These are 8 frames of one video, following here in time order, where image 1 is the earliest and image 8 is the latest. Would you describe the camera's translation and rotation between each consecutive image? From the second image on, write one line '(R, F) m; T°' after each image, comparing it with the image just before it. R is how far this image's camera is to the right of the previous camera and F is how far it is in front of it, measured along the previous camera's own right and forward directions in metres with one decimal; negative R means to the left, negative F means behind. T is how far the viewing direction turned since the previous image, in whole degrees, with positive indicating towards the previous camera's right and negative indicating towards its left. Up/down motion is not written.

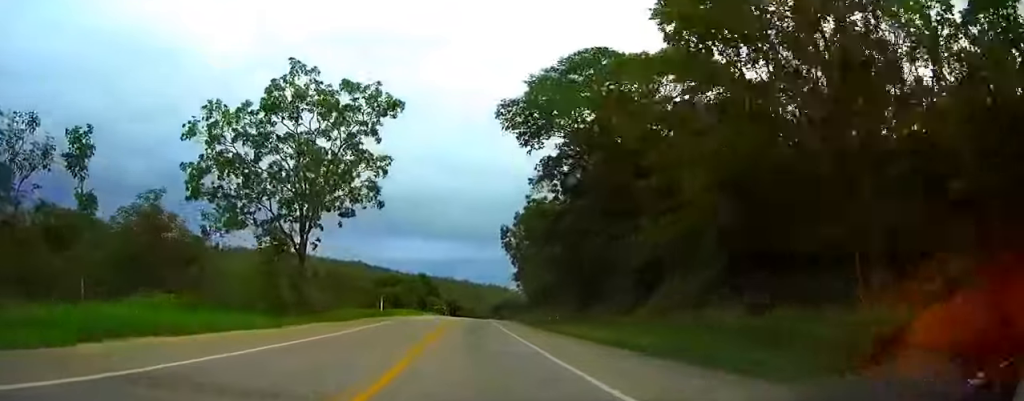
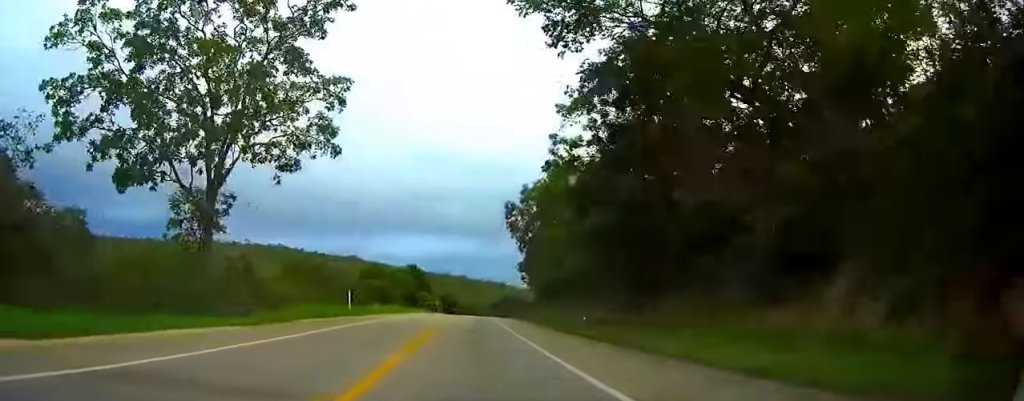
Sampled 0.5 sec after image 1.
(+0.1, +16.3) m; 0°
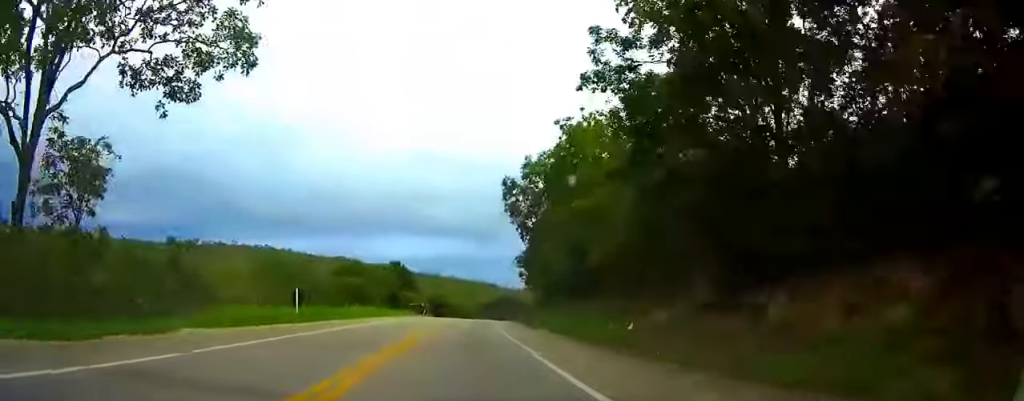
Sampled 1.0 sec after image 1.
(+0.1, +13.2) m; 0°
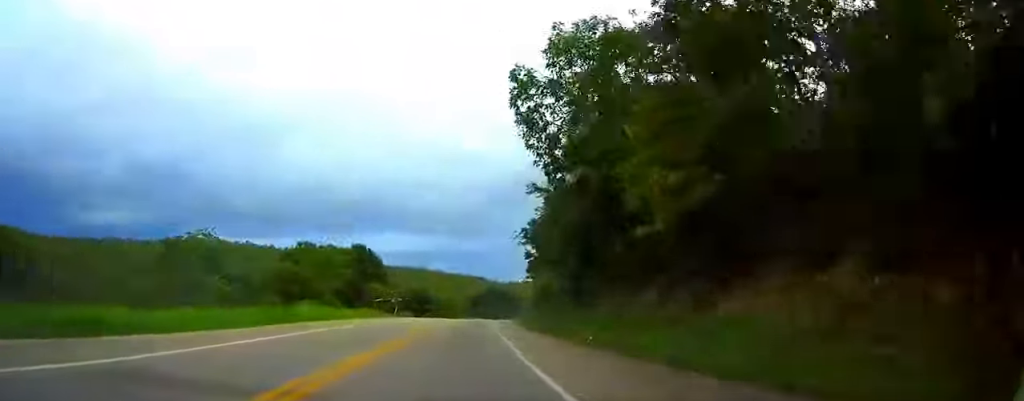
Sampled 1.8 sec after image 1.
(0.0, +25.2) m; +1°
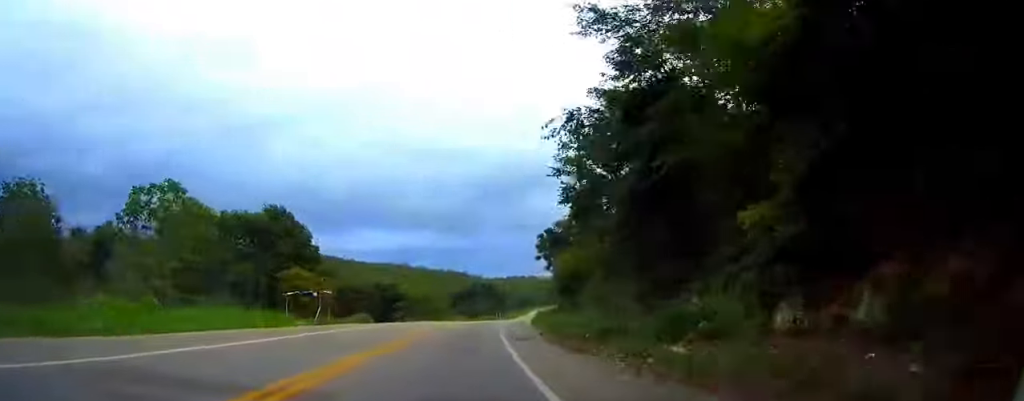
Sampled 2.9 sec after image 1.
(+0.5, +32.0) m; +2°
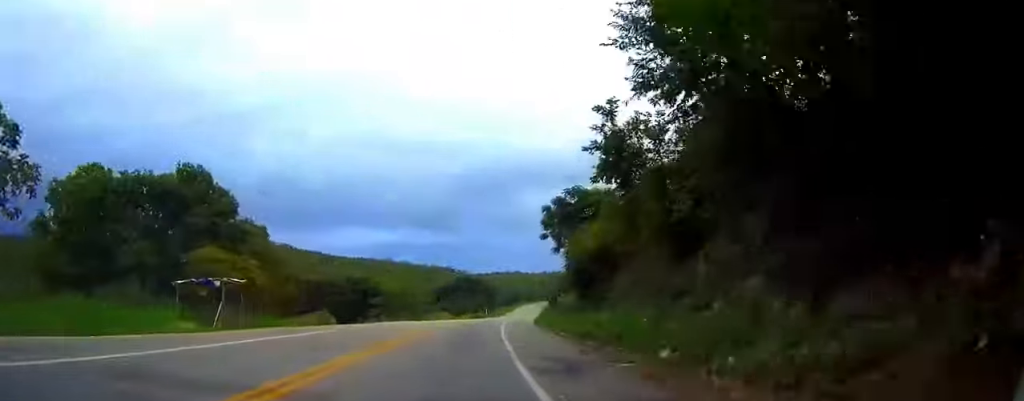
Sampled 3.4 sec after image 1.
(+0.2, +15.0) m; +1°
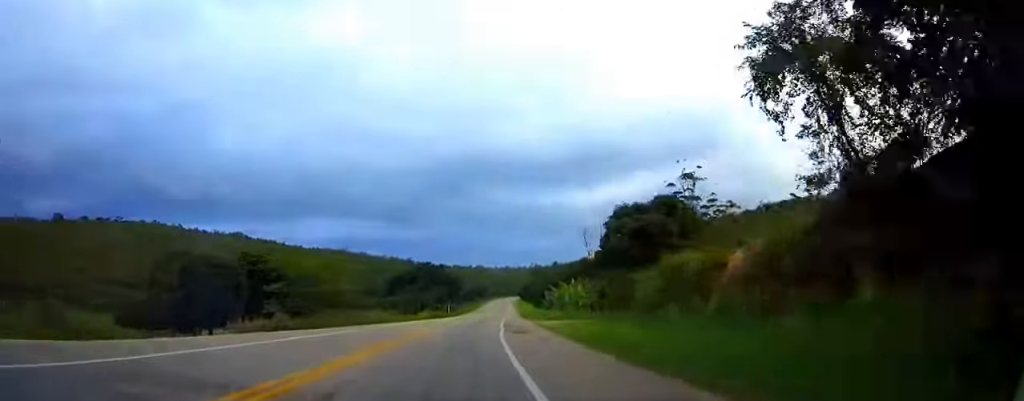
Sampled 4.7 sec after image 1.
(+0.9, +39.1) m; +3°
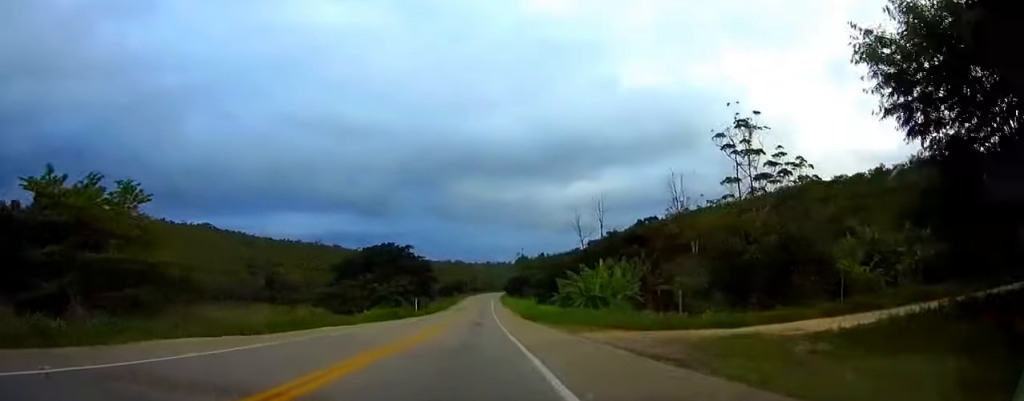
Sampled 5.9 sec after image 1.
(+0.8, +36.5) m; +2°
